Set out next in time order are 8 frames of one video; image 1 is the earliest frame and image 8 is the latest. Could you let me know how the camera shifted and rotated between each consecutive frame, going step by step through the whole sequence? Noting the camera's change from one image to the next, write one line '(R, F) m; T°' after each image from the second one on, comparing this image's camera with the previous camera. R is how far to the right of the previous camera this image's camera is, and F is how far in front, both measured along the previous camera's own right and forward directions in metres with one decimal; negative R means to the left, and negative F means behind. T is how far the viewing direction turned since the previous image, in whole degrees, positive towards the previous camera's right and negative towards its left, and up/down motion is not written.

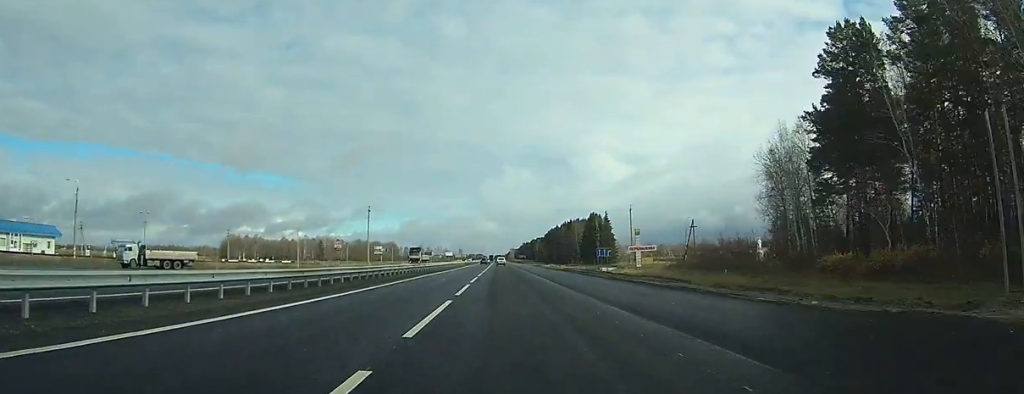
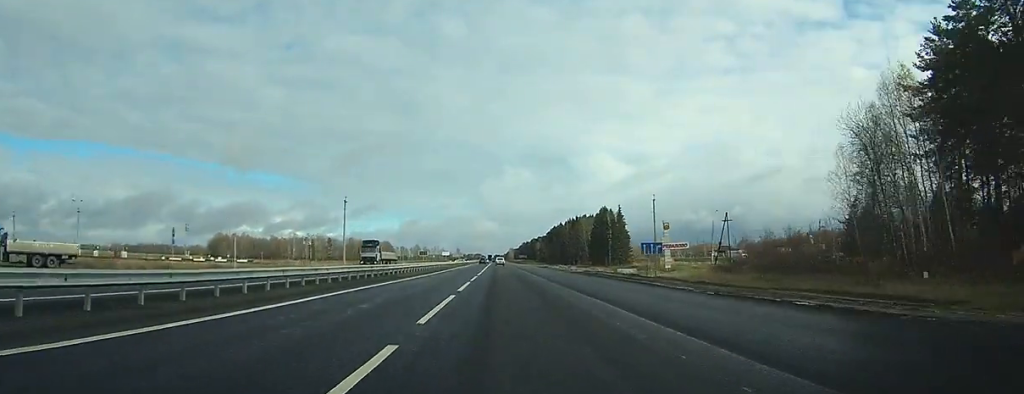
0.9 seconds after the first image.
(0.0, +21.7) m; 0°
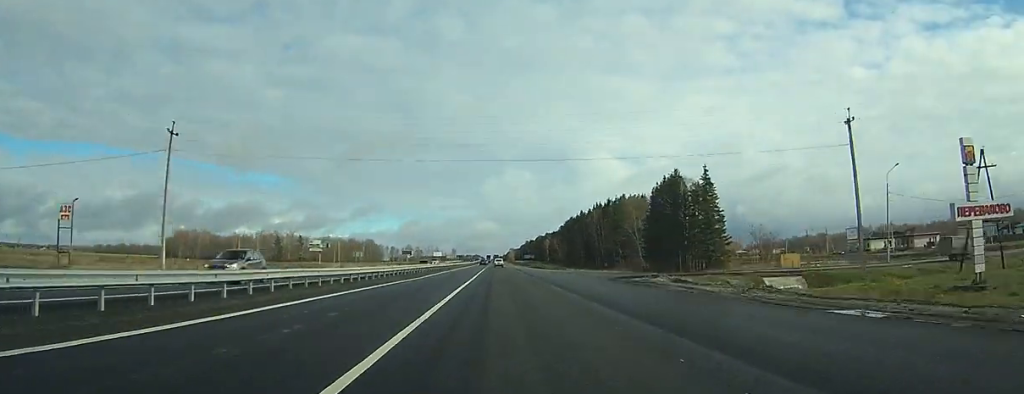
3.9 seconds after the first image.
(-0.4, +71.6) m; 0°
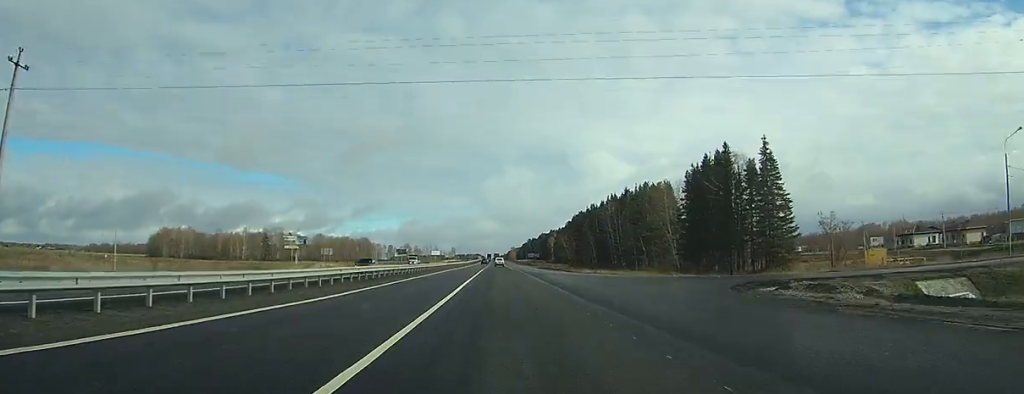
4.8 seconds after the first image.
(0.0, +22.6) m; 0°
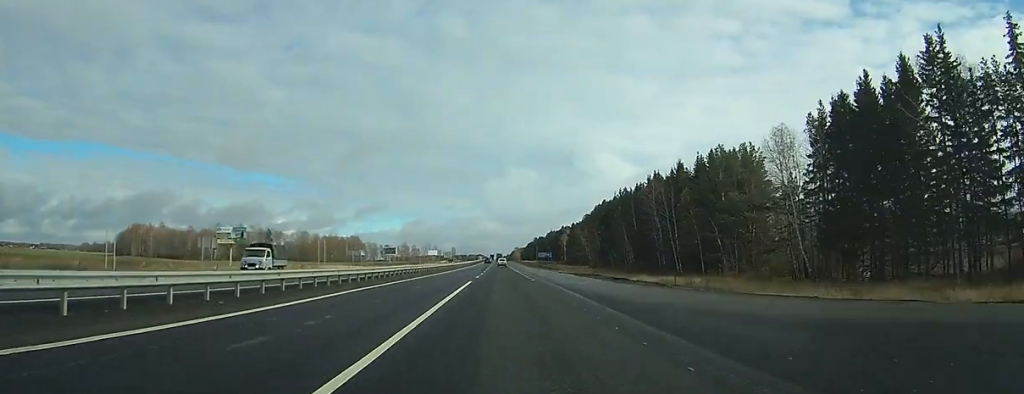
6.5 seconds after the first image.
(-0.1, +40.7) m; 0°
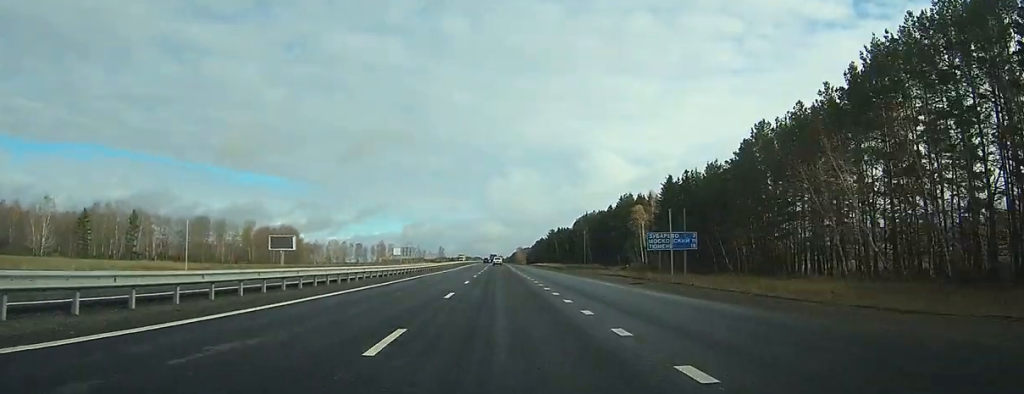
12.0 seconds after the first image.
(+0.3, +129.0) m; 0°
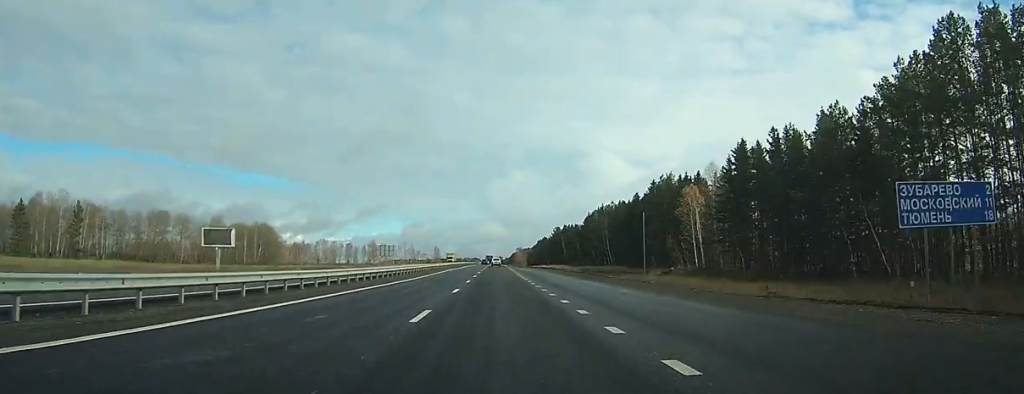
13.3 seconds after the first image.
(0.0, +32.3) m; 0°
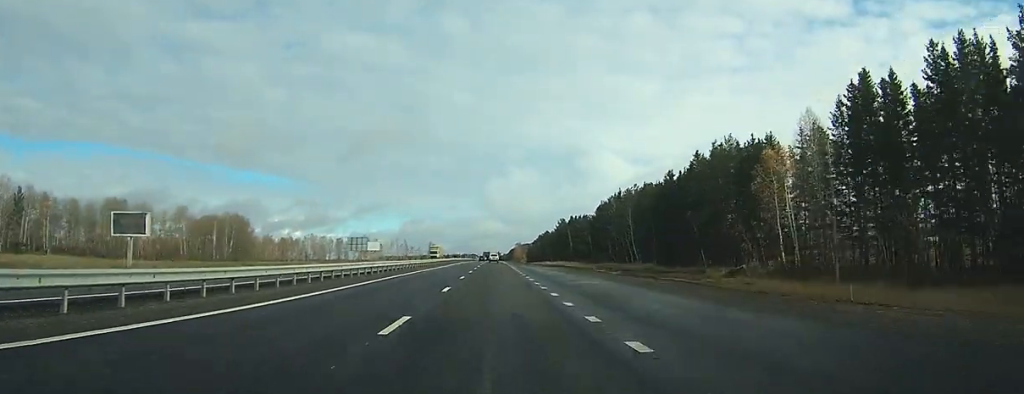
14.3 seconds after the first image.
(-0.1, +27.2) m; 0°
